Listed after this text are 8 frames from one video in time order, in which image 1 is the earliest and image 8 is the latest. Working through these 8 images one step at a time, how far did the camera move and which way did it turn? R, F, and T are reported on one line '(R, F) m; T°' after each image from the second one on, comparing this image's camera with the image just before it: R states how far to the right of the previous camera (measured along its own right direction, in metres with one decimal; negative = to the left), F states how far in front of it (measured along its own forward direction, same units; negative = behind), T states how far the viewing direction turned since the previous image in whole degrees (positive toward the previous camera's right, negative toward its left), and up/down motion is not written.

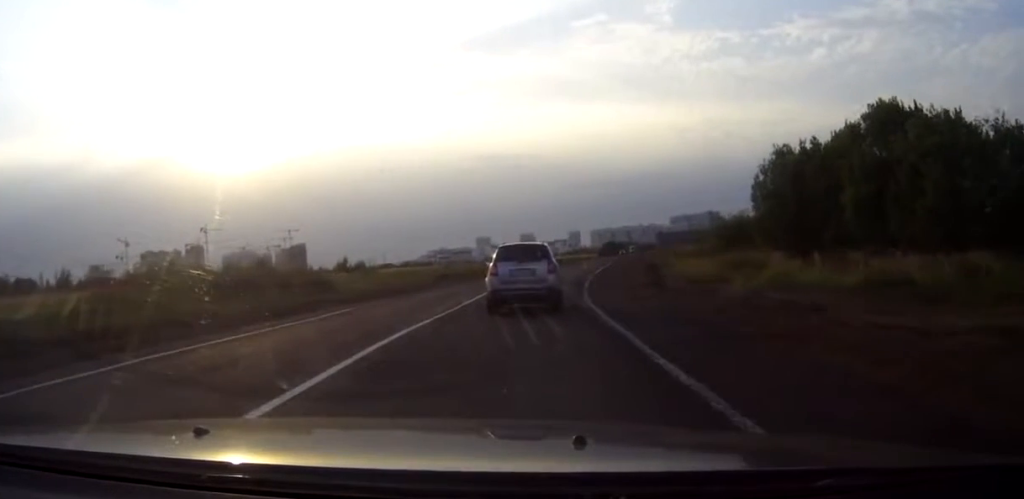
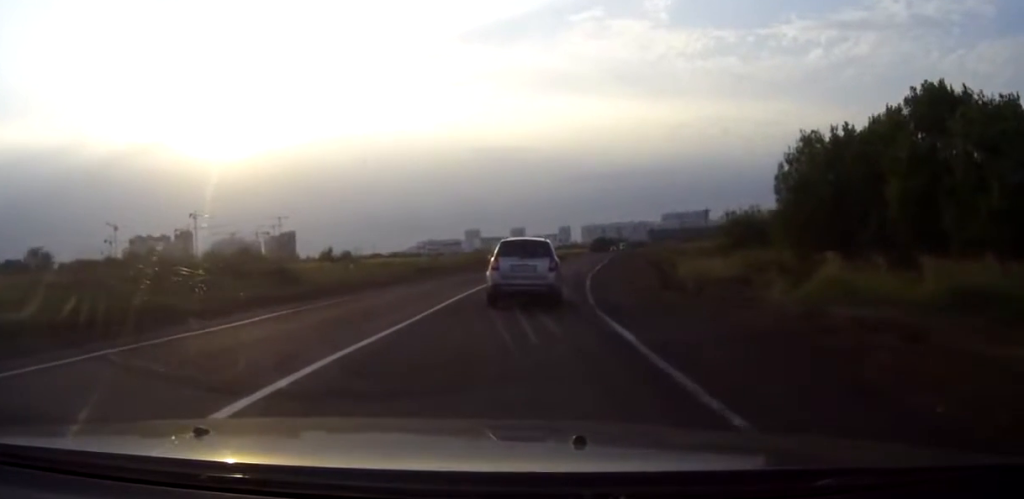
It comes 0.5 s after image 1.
(0.0, +5.3) m; +1°
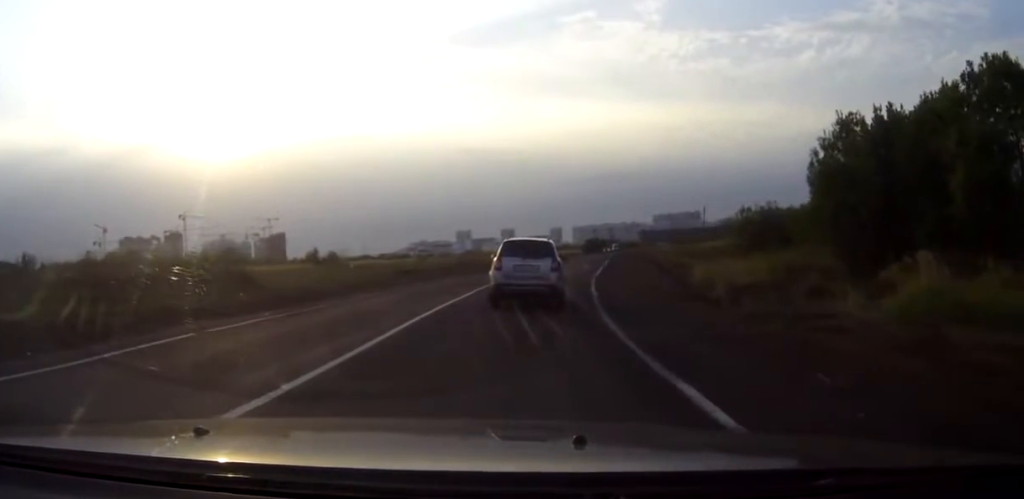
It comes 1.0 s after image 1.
(0.0, +5.3) m; +1°
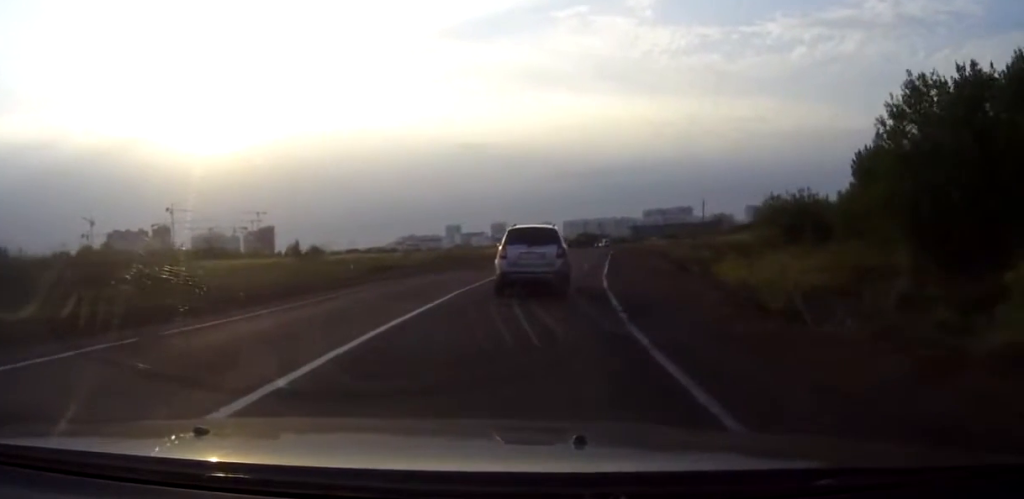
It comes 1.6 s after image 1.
(+0.1, +7.1) m; +1°
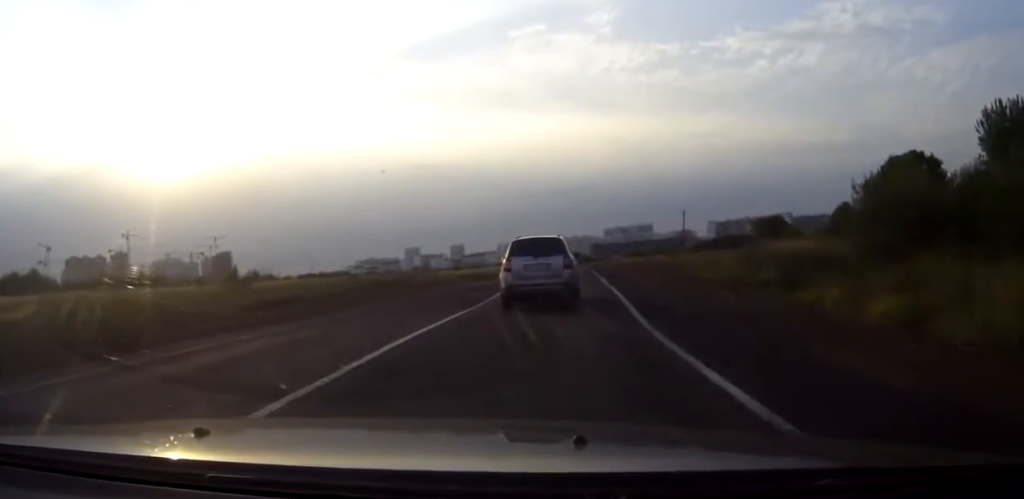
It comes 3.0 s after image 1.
(+0.3, +15.2) m; +3°
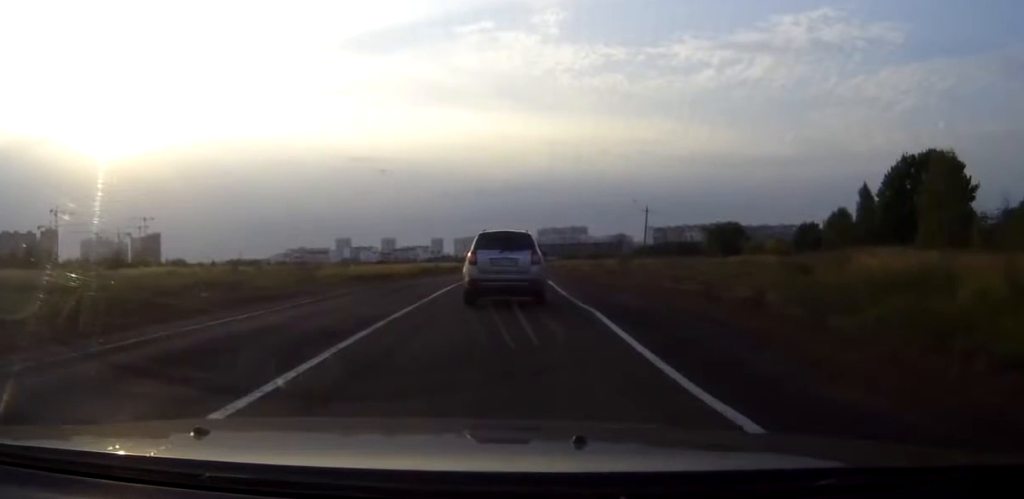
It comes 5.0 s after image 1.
(+1.1, +22.6) m; +4°
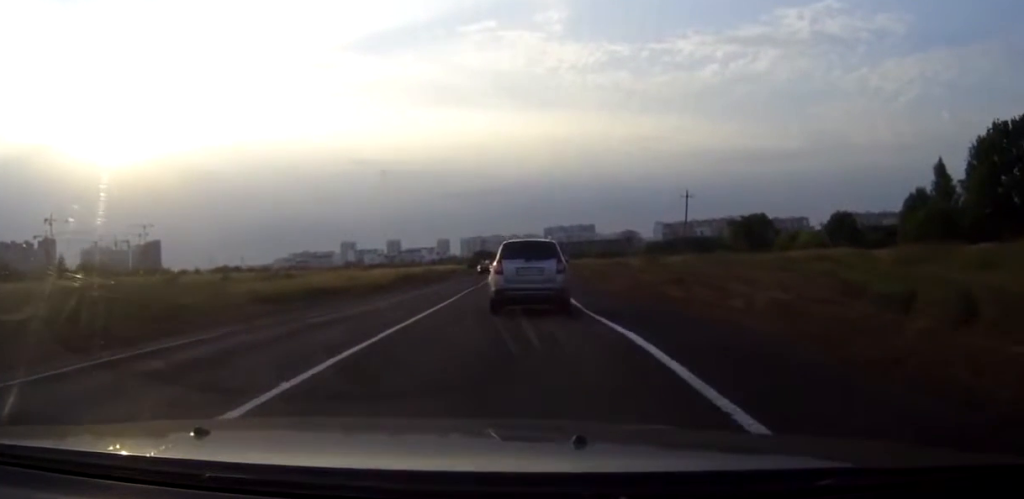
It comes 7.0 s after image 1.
(+0.1, +21.5) m; 0°
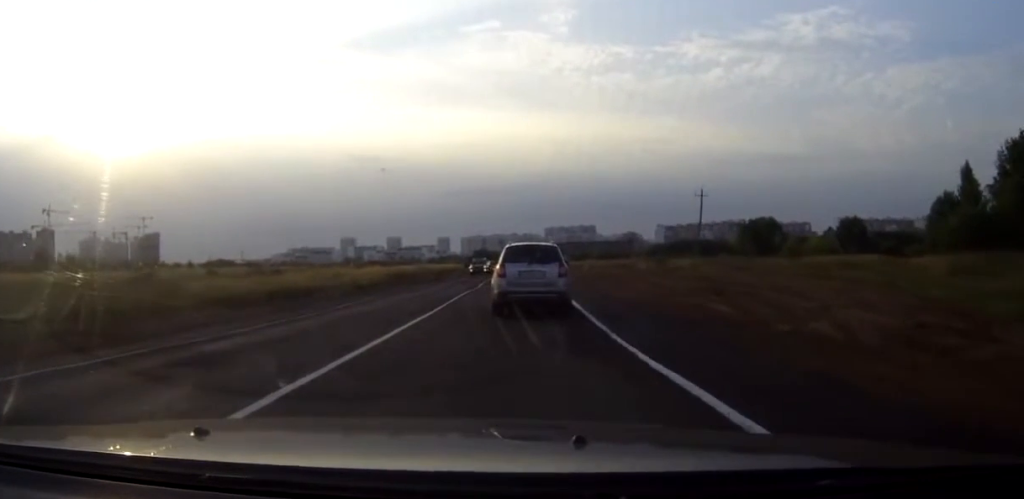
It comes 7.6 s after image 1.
(0.0, +6.1) m; 0°
